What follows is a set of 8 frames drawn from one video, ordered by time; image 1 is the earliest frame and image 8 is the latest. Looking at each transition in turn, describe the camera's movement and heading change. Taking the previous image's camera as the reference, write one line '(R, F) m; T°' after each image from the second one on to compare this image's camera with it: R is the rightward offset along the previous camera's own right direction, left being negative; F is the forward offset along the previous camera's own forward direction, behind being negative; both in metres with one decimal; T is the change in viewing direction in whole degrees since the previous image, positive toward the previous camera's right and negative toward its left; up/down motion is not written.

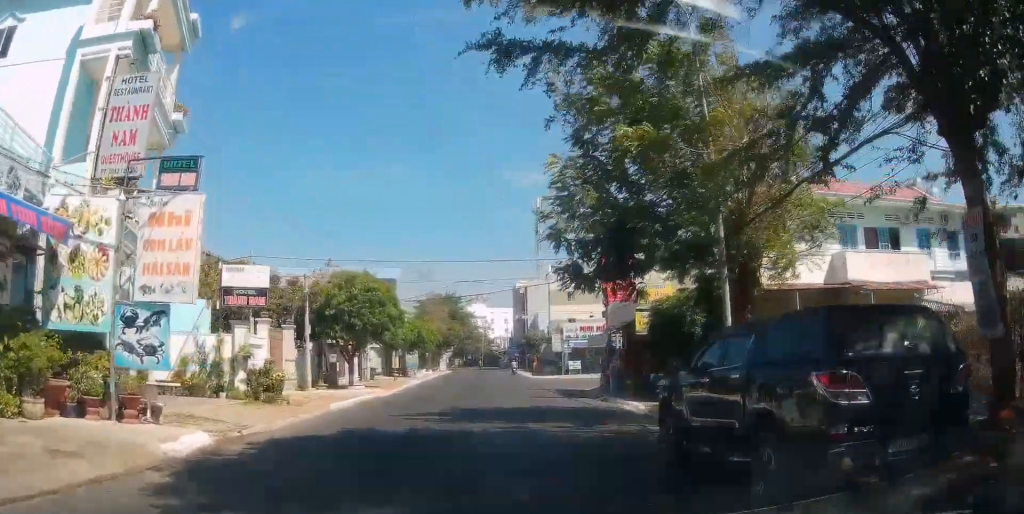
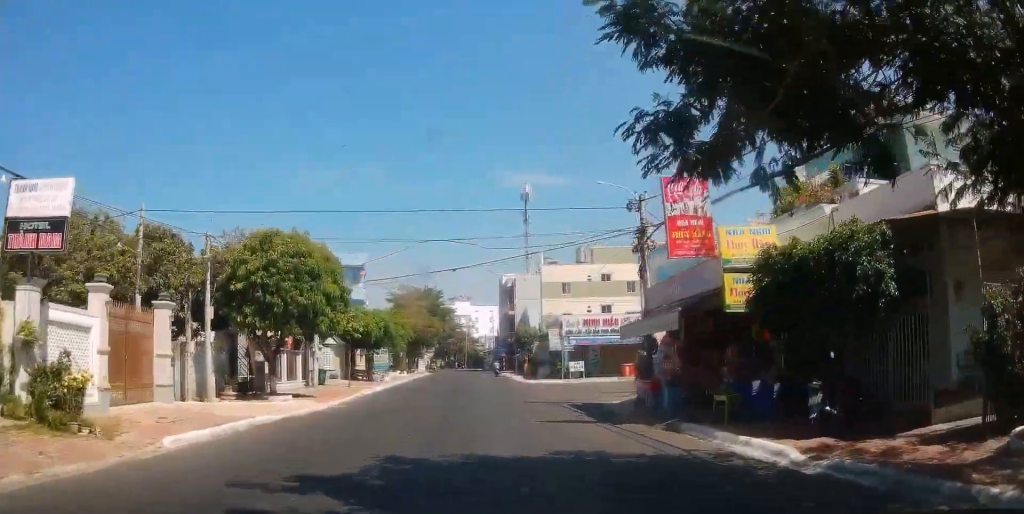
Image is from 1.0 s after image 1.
(-0.3, +11.0) m; -3°
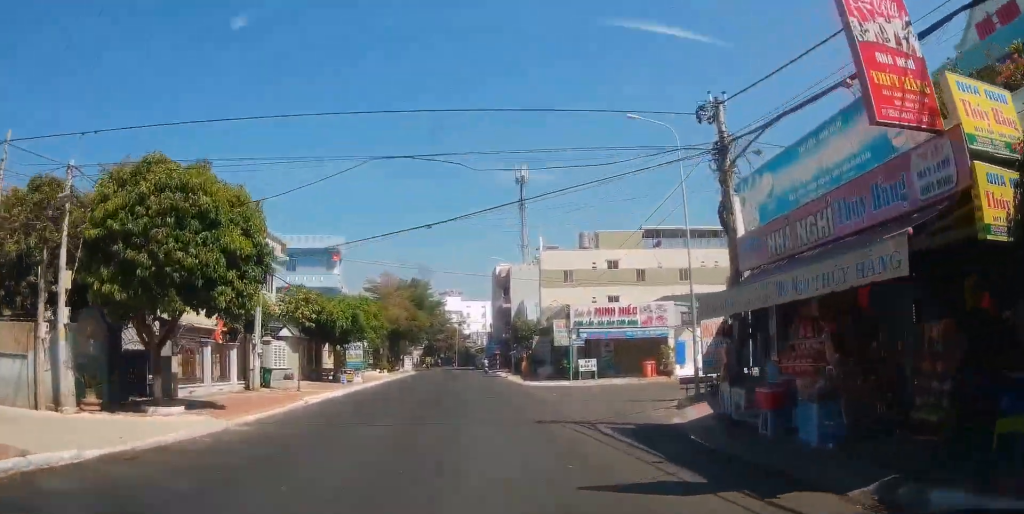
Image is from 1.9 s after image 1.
(-0.1, +8.8) m; +1°
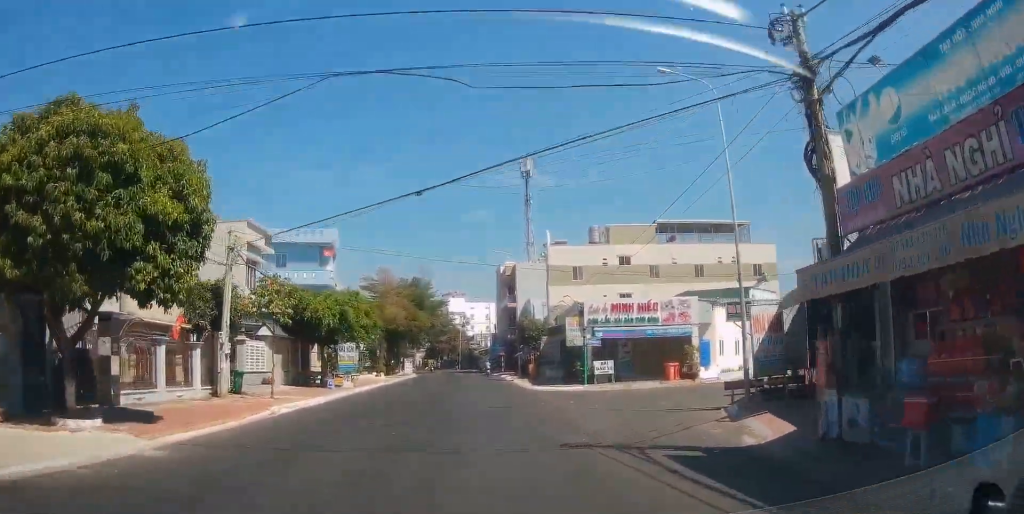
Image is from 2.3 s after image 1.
(-0.1, +4.2) m; +1°
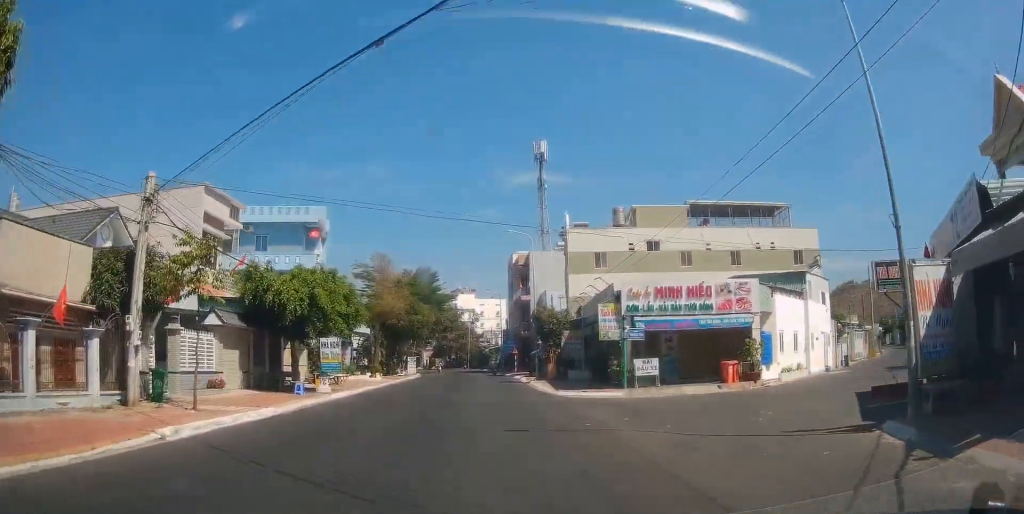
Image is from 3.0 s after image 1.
(+0.4, +7.7) m; 0°
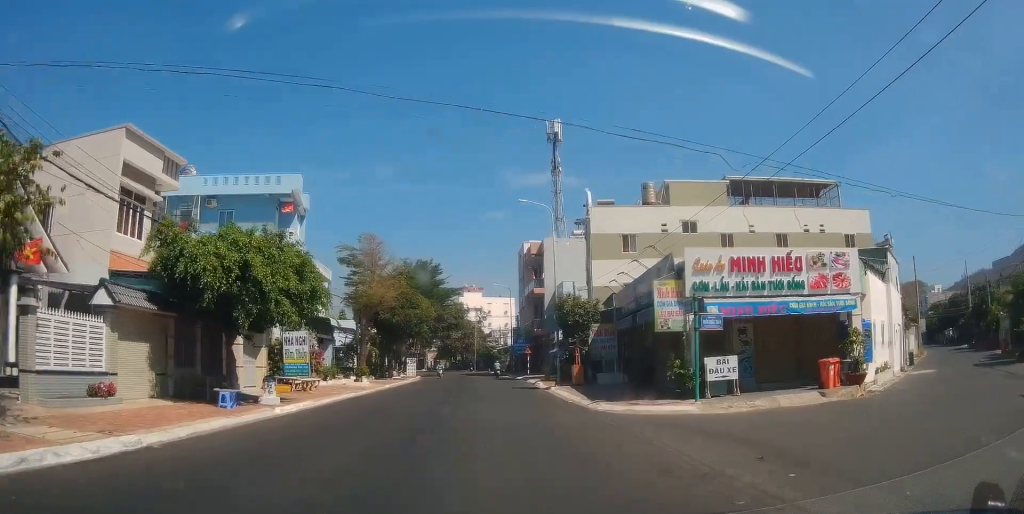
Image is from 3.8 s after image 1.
(-0.1, +8.7) m; 0°
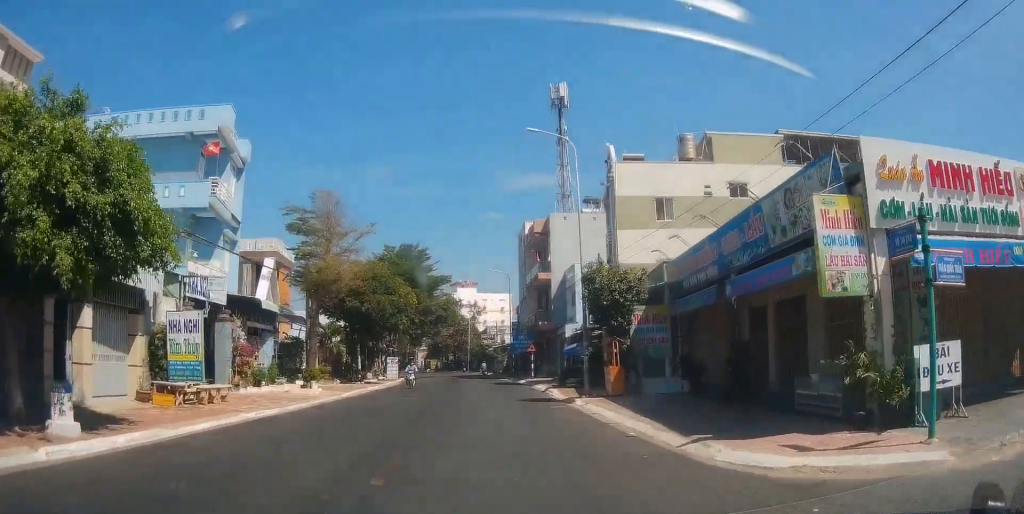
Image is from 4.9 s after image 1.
(+0.1, +11.3) m; +2°
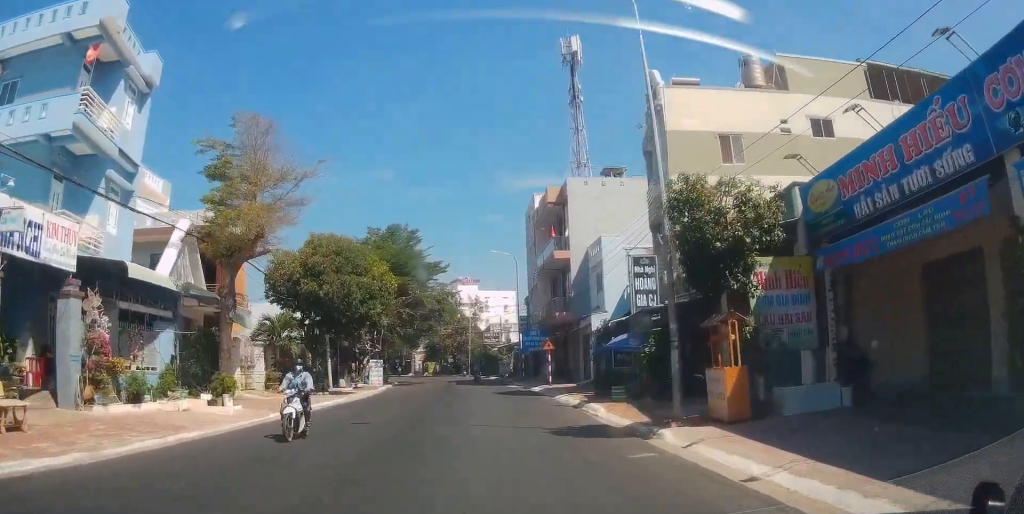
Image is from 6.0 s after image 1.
(+0.2, +11.3) m; -1°
